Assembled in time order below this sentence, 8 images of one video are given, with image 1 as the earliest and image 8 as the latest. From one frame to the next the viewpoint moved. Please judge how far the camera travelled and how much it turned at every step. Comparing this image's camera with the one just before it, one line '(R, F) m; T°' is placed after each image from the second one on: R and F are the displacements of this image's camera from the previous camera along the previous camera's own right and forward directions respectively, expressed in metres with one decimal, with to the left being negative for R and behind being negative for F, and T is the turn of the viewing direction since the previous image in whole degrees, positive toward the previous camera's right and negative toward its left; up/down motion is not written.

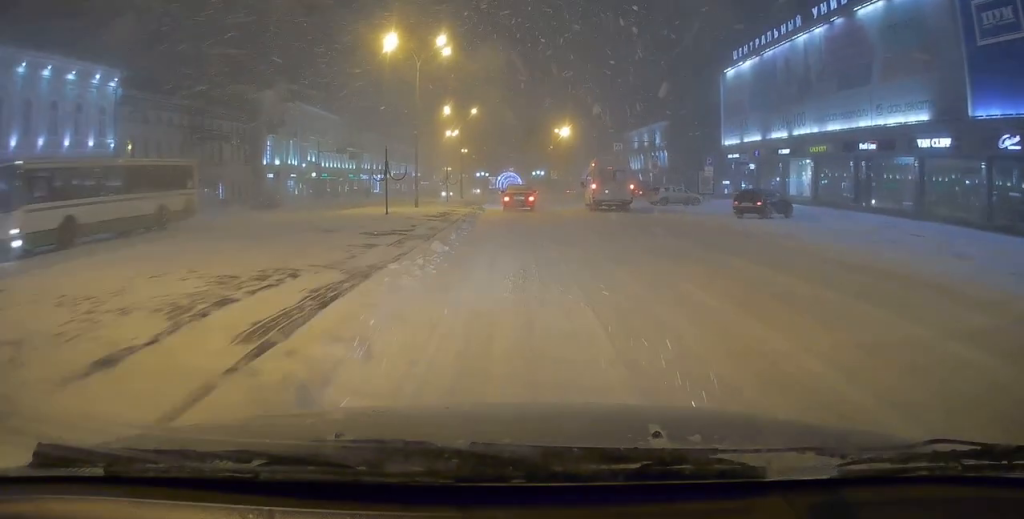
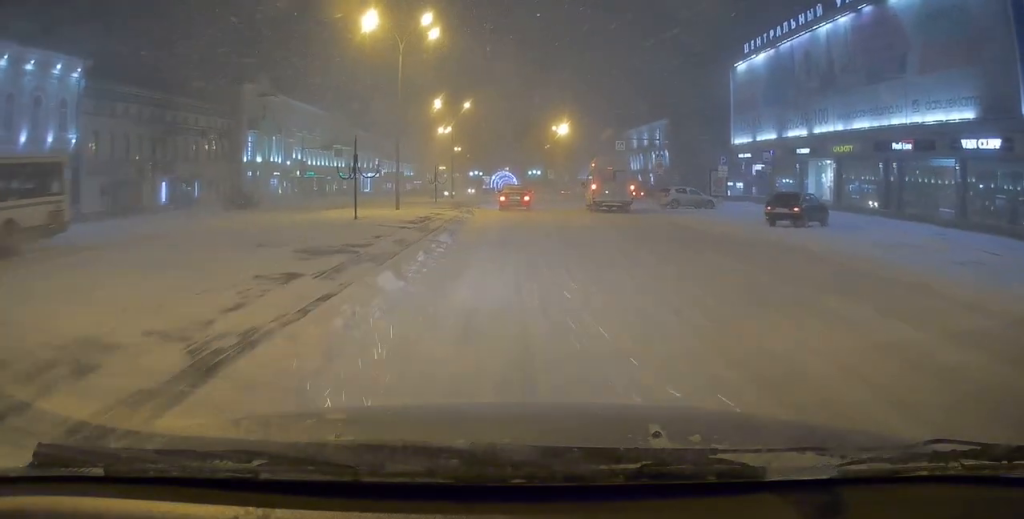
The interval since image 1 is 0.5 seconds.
(-0.1, +4.2) m; +1°
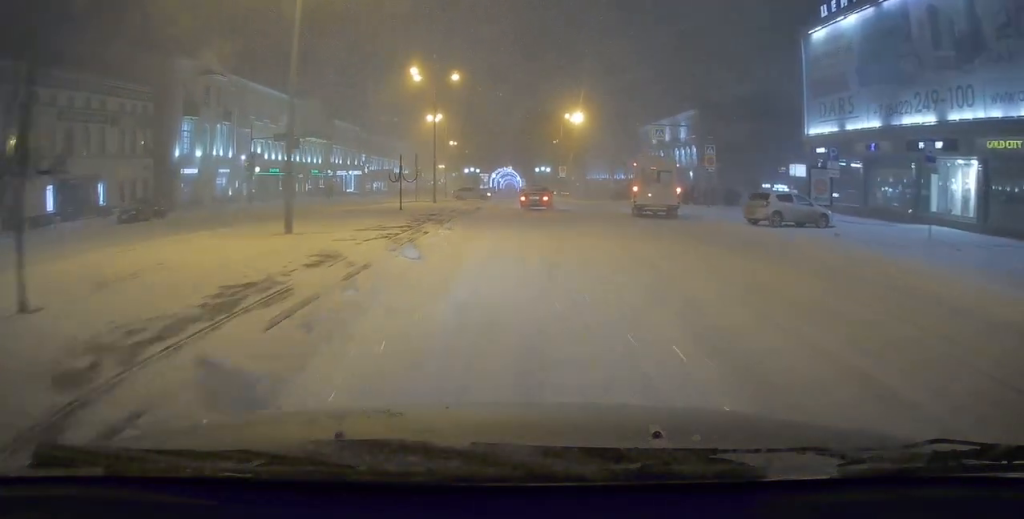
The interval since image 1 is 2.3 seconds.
(+0.7, +14.8) m; +3°
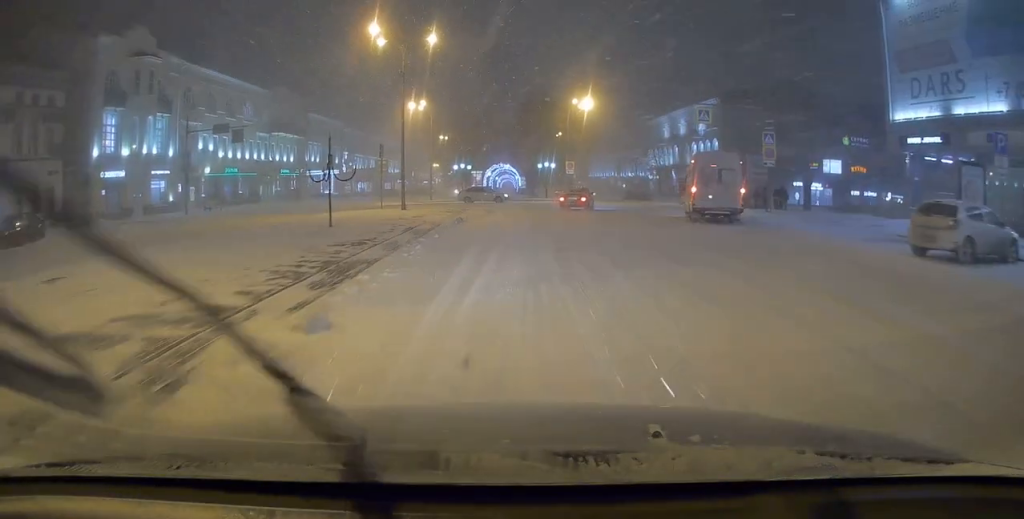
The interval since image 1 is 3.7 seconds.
(-0.2, +11.4) m; -2°
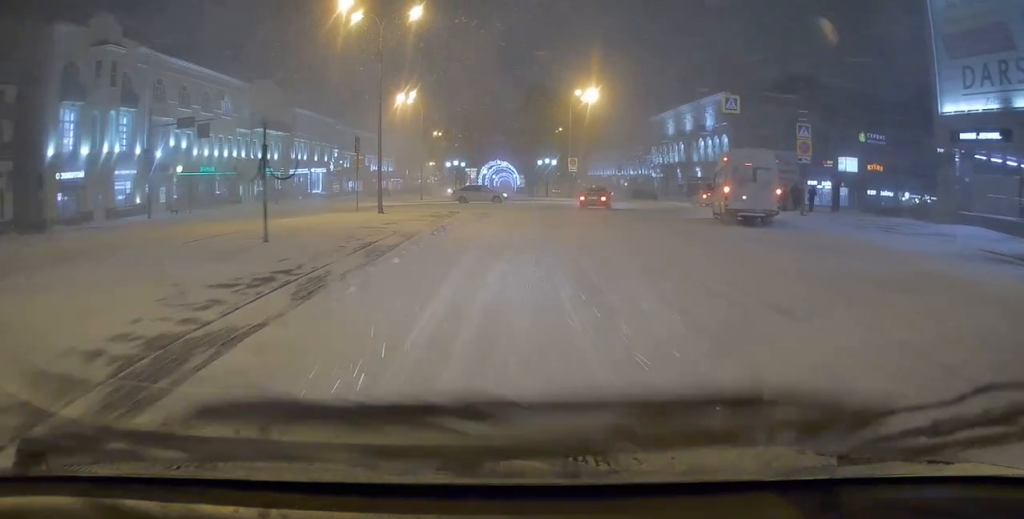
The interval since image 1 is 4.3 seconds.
(0.0, +4.8) m; +1°
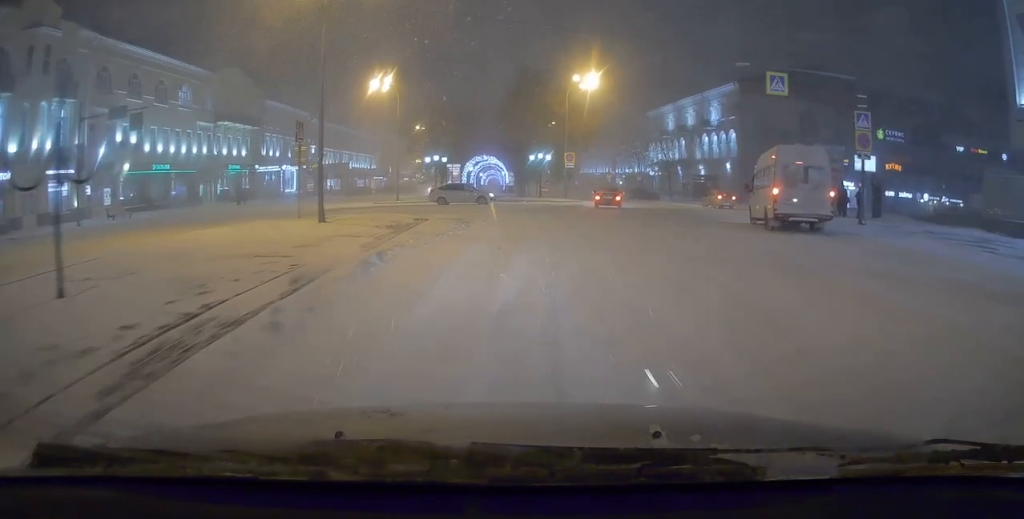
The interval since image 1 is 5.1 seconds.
(+0.1, +6.7) m; +2°
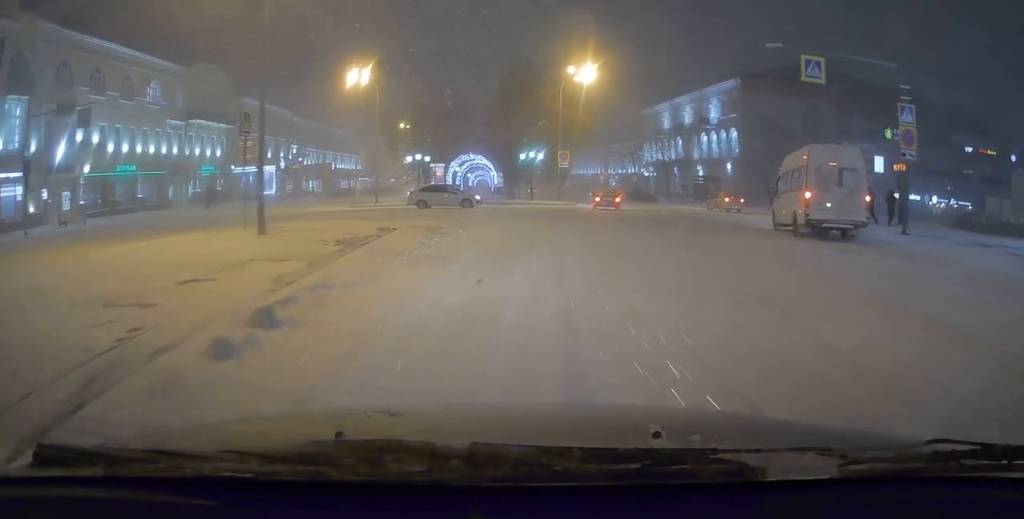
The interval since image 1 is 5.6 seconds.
(0.0, +4.0) m; +2°
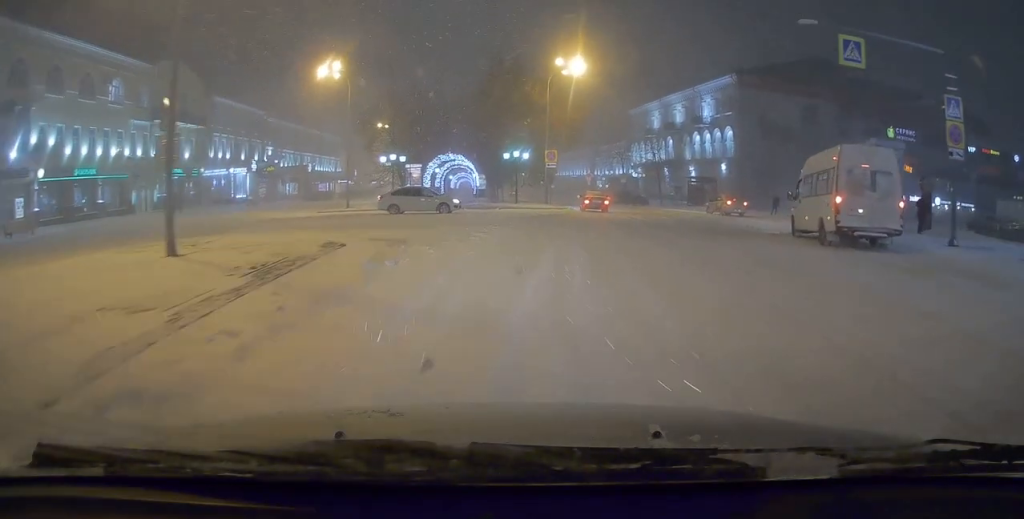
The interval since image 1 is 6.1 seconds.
(+0.1, +3.7) m; +1°
